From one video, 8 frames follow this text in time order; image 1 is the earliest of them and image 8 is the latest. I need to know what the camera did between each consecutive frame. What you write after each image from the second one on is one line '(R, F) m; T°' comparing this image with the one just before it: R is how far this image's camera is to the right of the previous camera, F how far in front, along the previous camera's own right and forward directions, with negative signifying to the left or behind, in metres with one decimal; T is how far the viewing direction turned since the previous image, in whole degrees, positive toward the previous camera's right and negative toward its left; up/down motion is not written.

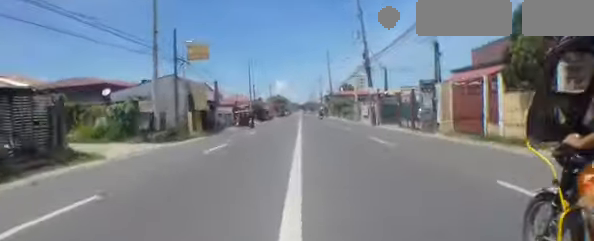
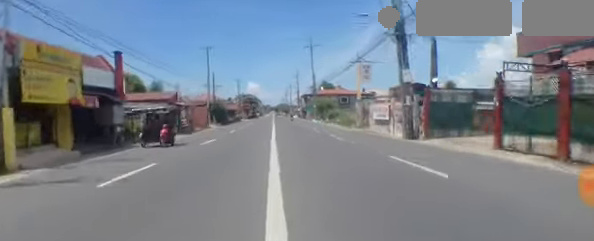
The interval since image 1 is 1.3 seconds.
(+0.7, +16.1) m; +1°
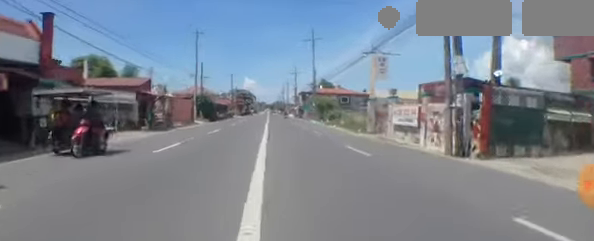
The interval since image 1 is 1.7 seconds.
(-0.1, +6.3) m; 0°
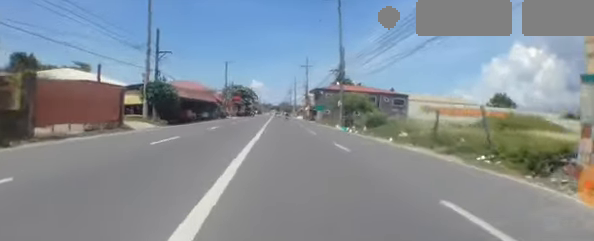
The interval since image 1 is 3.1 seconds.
(0.0, +18.2) m; +2°
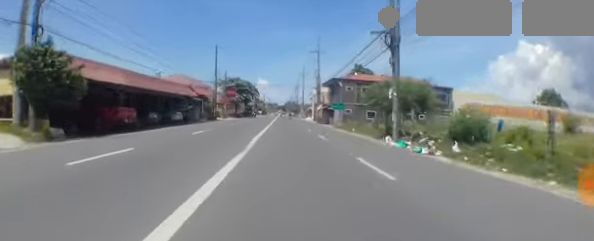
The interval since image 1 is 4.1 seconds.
(+0.2, +14.0) m; 0°
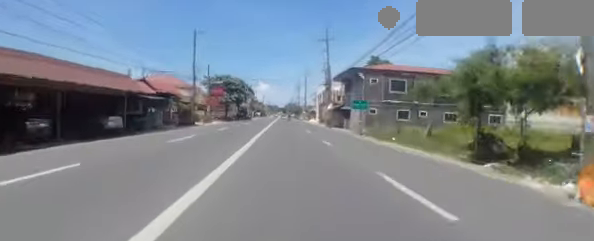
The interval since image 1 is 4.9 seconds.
(-0.2, +11.8) m; -1°
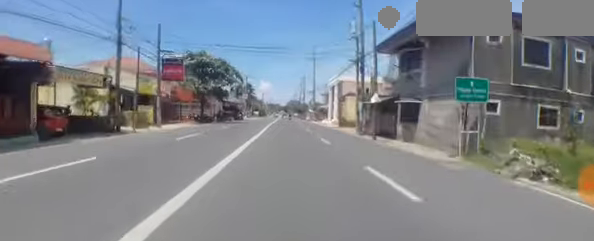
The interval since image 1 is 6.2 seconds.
(-0.2, +18.8) m; -2°
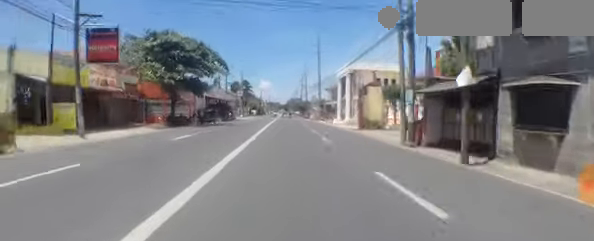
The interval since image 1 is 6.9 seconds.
(-0.2, +10.3) m; +1°
